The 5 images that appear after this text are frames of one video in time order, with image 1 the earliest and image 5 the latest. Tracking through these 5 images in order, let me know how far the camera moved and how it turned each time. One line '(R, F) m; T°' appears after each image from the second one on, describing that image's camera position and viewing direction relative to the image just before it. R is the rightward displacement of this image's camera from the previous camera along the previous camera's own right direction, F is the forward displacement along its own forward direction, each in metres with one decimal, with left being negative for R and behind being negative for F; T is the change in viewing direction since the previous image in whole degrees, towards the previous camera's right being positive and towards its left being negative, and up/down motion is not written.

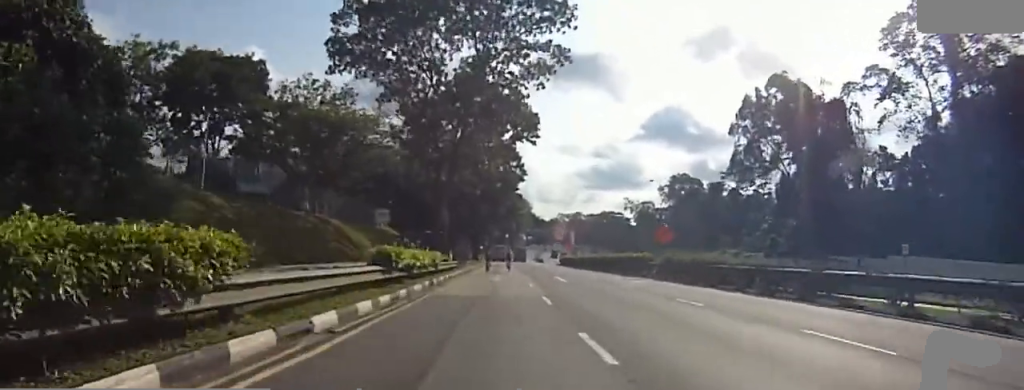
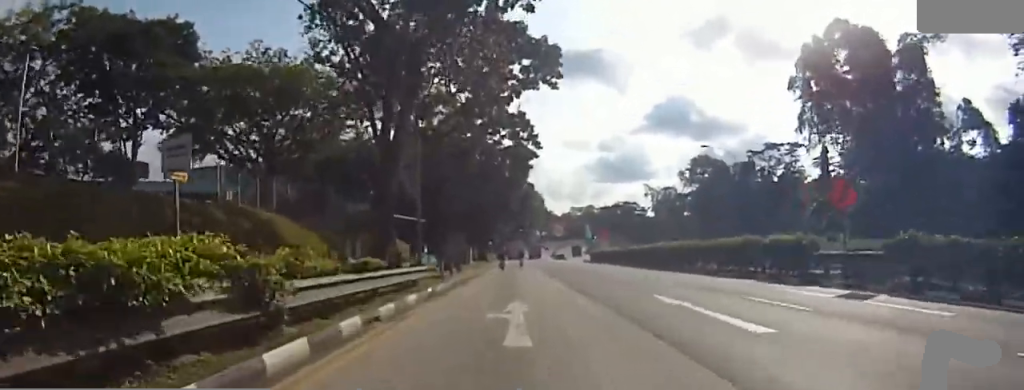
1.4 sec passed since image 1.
(0.0, +17.2) m; 0°
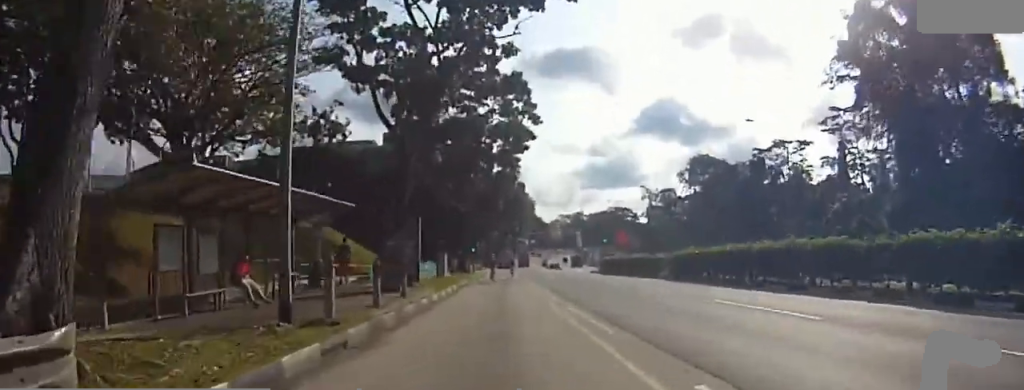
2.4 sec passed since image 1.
(-0.3, +13.0) m; -1°
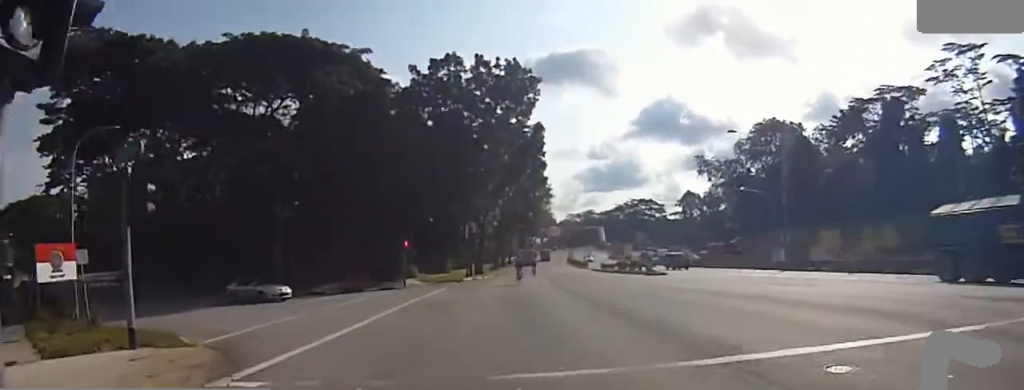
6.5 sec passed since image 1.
(-1.5, +50.1) m; -3°
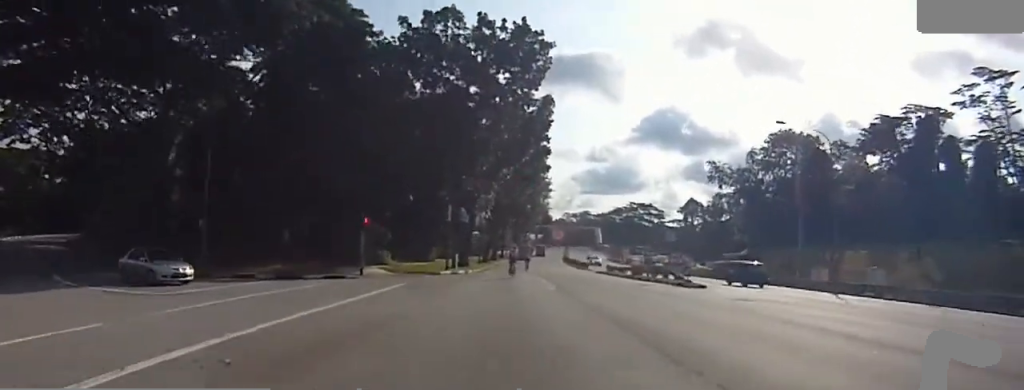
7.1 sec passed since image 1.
(+0.5, +7.1) m; +1°
